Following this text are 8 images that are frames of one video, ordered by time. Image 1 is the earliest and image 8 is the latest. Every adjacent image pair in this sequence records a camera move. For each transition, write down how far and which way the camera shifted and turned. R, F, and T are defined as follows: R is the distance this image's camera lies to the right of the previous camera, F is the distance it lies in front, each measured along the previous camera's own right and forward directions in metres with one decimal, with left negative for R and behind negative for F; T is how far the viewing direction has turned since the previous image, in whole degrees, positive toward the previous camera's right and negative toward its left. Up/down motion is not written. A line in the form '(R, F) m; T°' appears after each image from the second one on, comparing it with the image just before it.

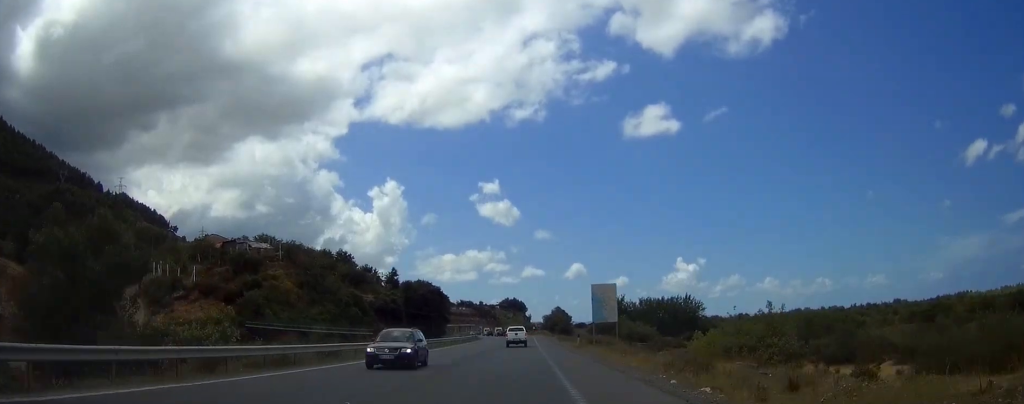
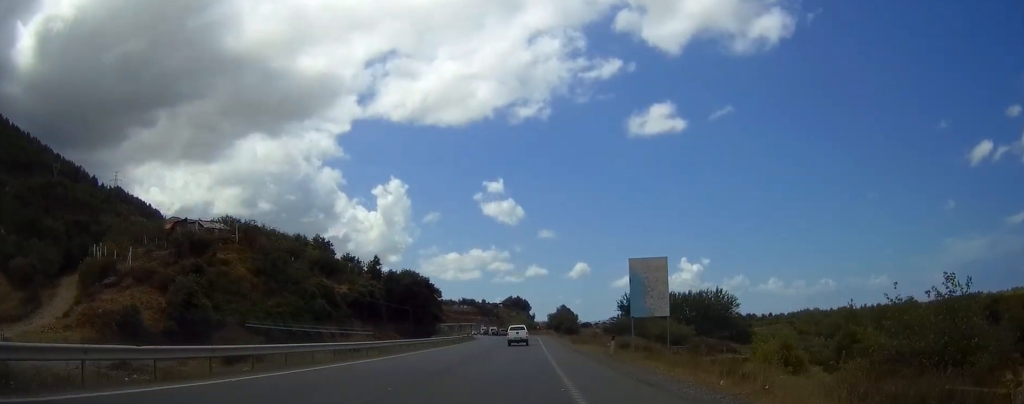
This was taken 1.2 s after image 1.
(0.0, +19.7) m; 0°
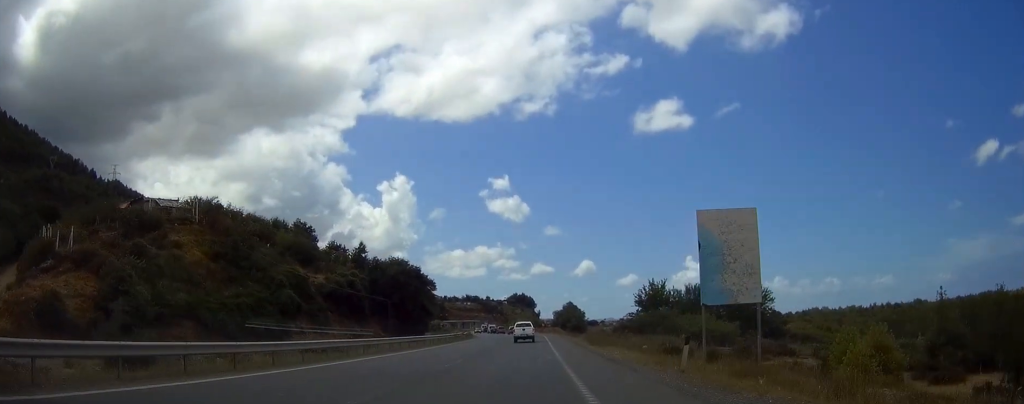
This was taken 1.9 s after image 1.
(0.0, +13.2) m; -1°
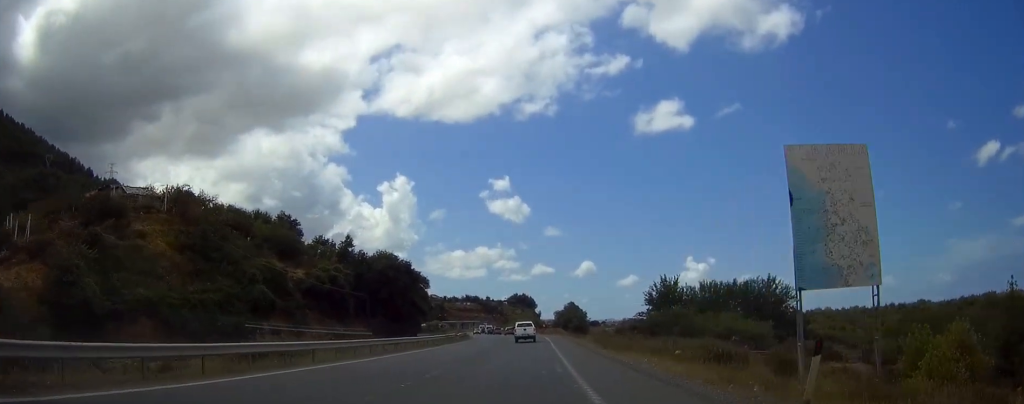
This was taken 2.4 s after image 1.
(-0.1, +8.7) m; 0°
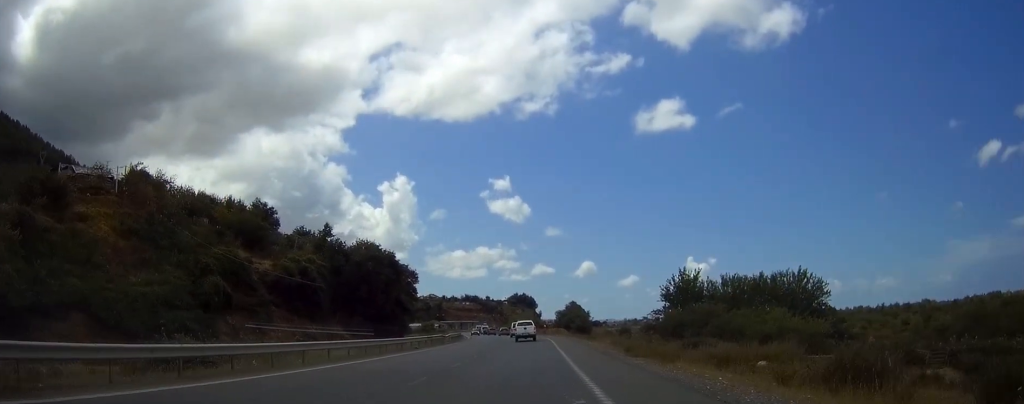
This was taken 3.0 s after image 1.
(-0.1, +9.8) m; 0°
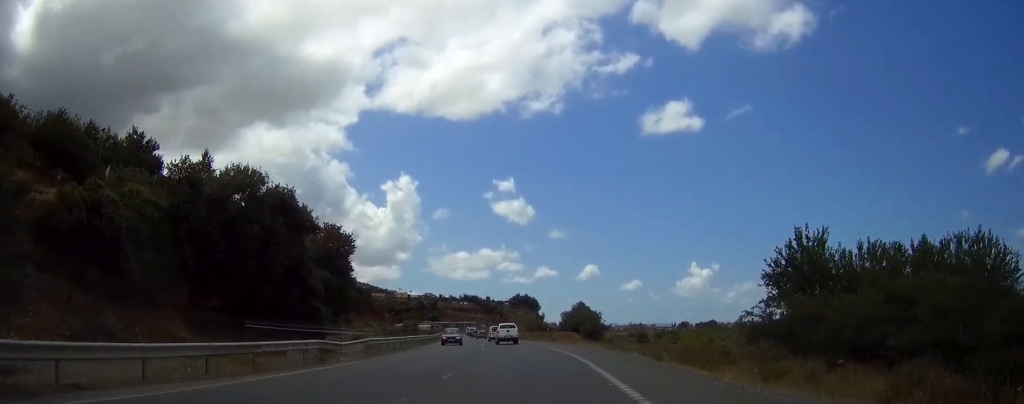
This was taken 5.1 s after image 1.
(+0.2, +35.7) m; 0°
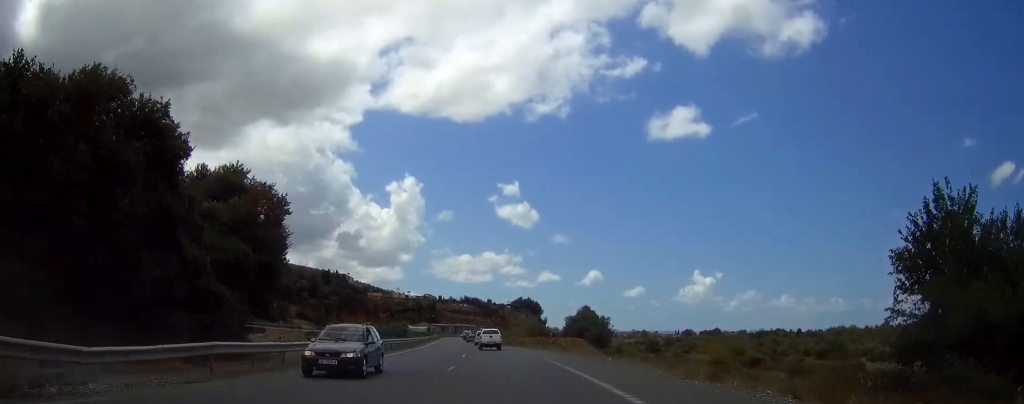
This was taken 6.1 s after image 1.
(-0.1, +17.1) m; -1°
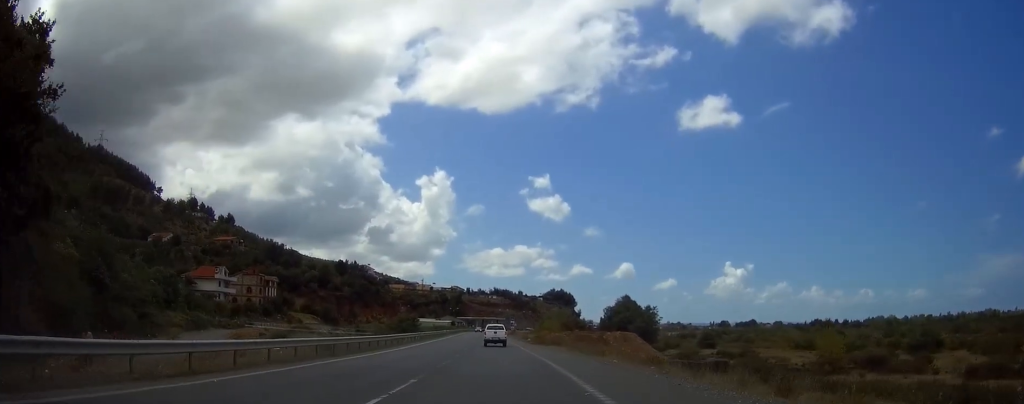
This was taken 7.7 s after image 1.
(-0.4, +27.6) m; -2°
